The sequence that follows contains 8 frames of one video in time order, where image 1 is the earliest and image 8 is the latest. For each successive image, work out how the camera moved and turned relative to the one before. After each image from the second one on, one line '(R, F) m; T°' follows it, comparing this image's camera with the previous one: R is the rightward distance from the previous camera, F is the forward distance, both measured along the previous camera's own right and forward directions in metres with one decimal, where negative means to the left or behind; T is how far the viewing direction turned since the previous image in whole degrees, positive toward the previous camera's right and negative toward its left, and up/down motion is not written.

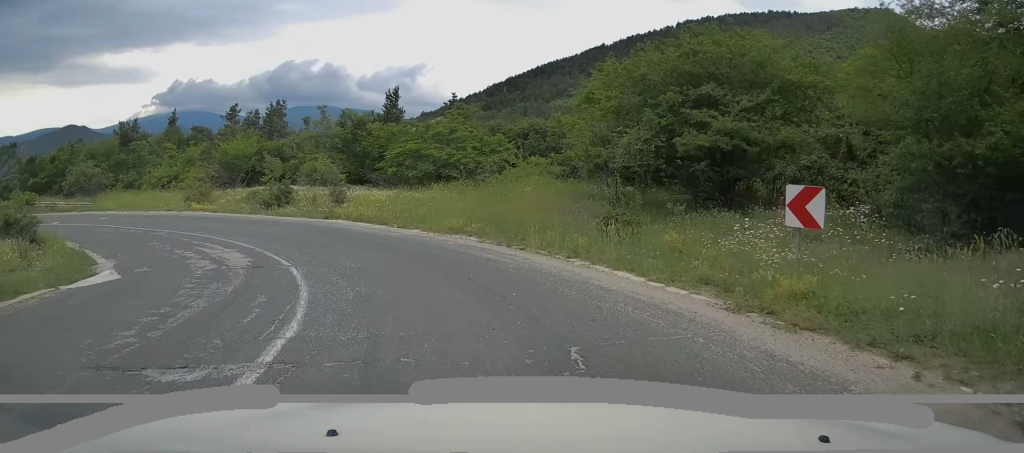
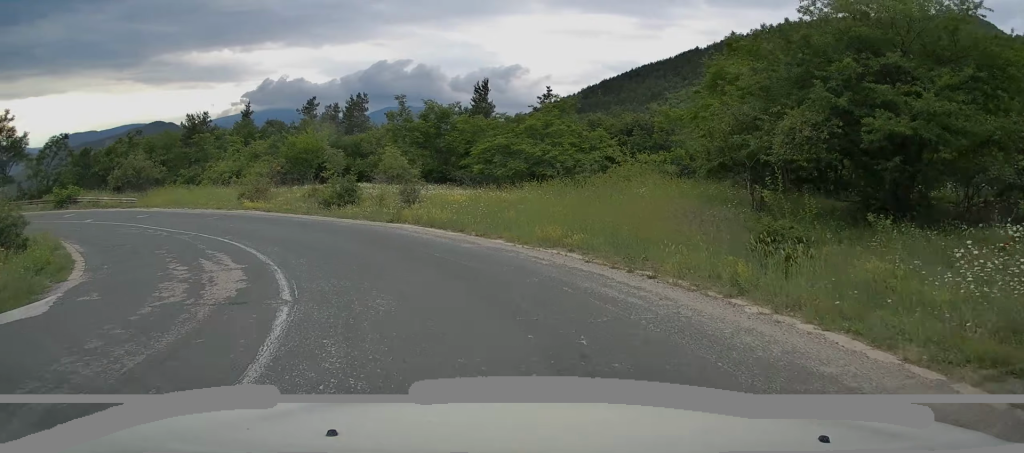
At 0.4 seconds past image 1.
(-0.9, +4.0) m; -12°
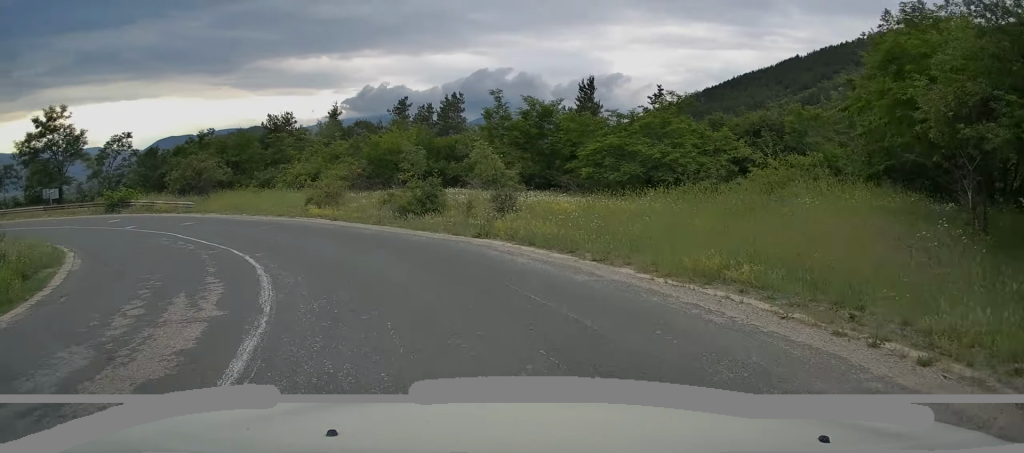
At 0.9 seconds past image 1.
(0.0, +4.1) m; -12°
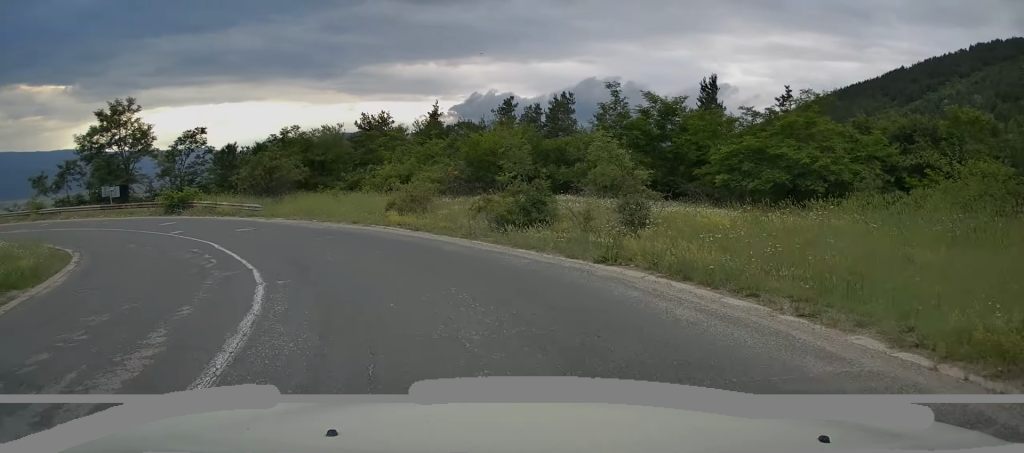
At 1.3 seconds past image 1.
(-0.7, +3.9) m; -9°
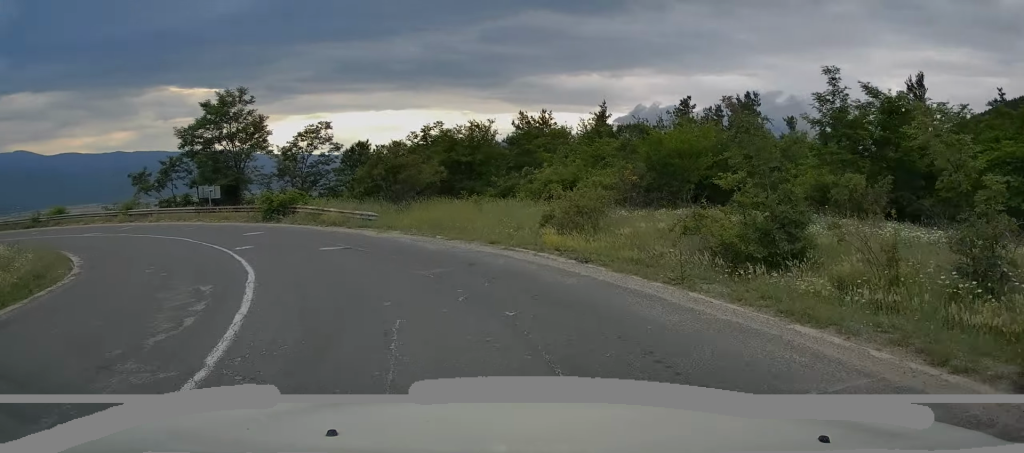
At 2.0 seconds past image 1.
(-1.0, +6.1) m; -12°
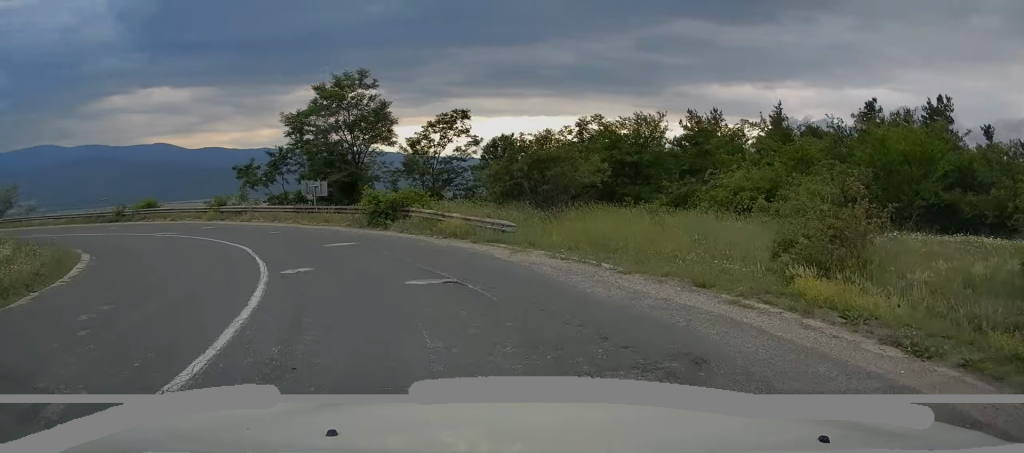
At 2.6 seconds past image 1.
(-0.3, +5.6) m; -10°
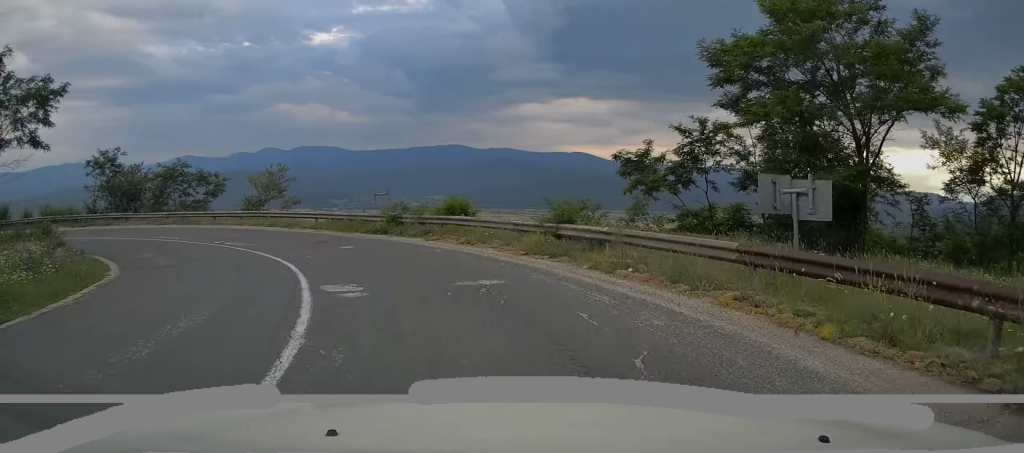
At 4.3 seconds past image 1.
(-4.4, +14.5) m; -34°
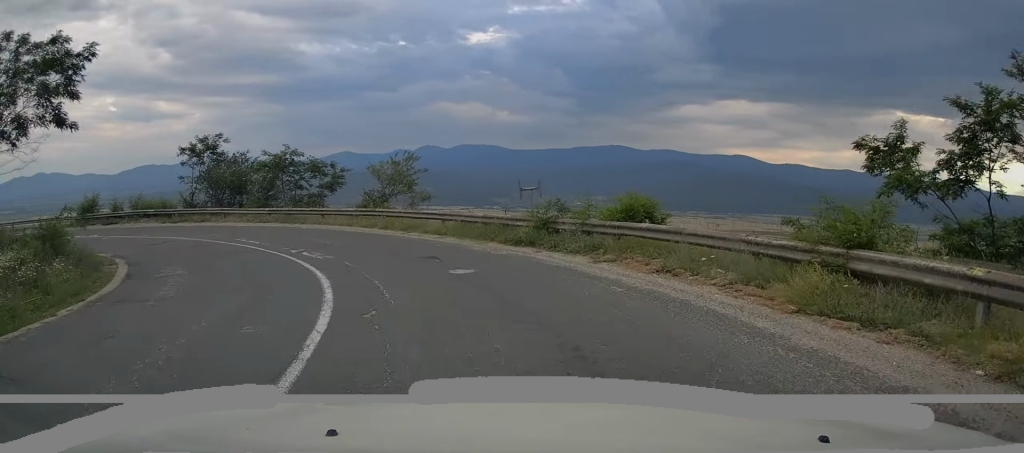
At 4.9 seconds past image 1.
(-0.2, +5.7) m; -12°
